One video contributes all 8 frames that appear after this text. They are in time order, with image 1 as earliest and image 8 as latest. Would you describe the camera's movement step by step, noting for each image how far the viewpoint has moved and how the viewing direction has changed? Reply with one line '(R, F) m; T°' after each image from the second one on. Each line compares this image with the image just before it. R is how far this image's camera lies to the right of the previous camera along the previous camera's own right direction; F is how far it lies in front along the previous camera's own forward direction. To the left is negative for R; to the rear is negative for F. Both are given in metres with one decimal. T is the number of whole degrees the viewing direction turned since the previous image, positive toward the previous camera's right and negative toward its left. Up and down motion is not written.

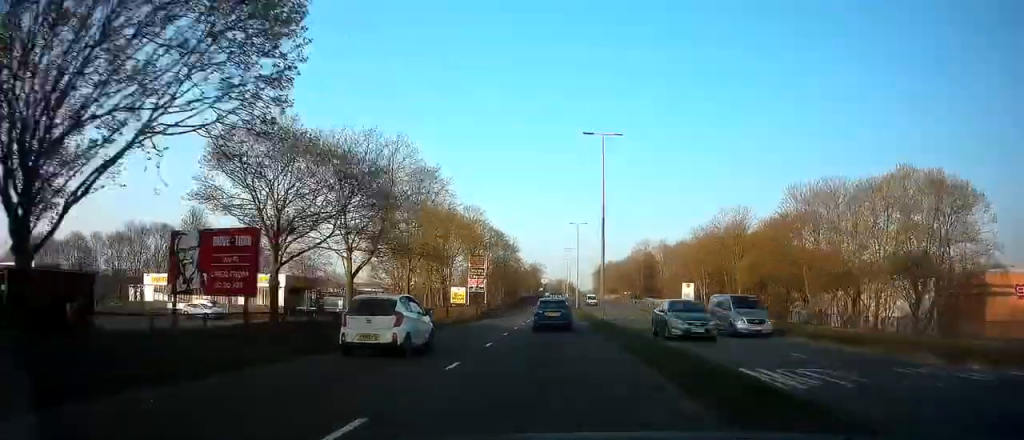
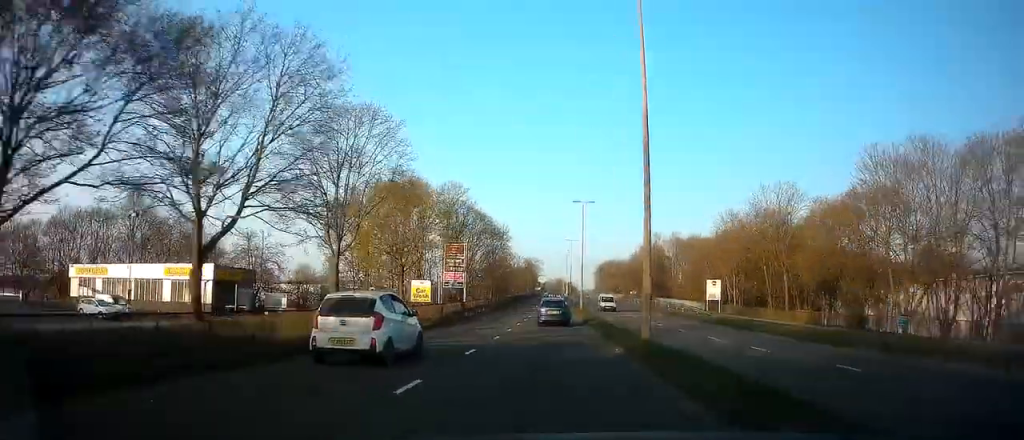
(-0.5, +15.5) m; 0°
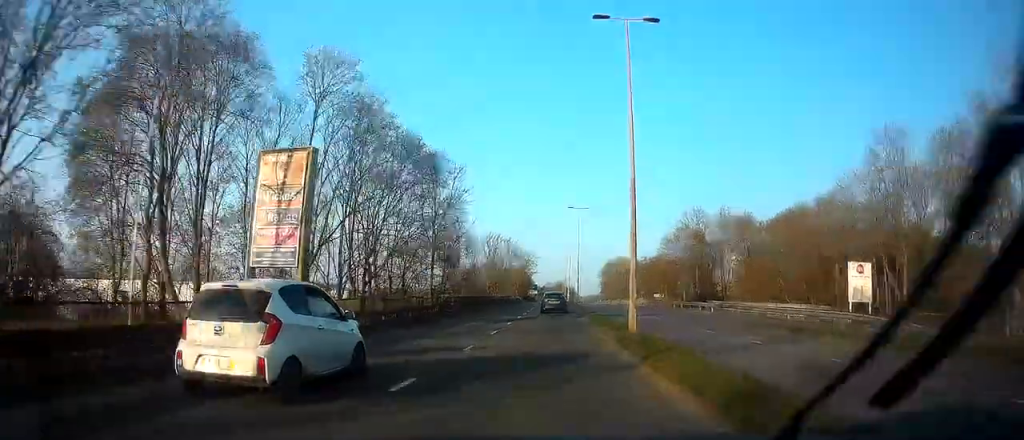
(+0.1, +38.1) m; 0°
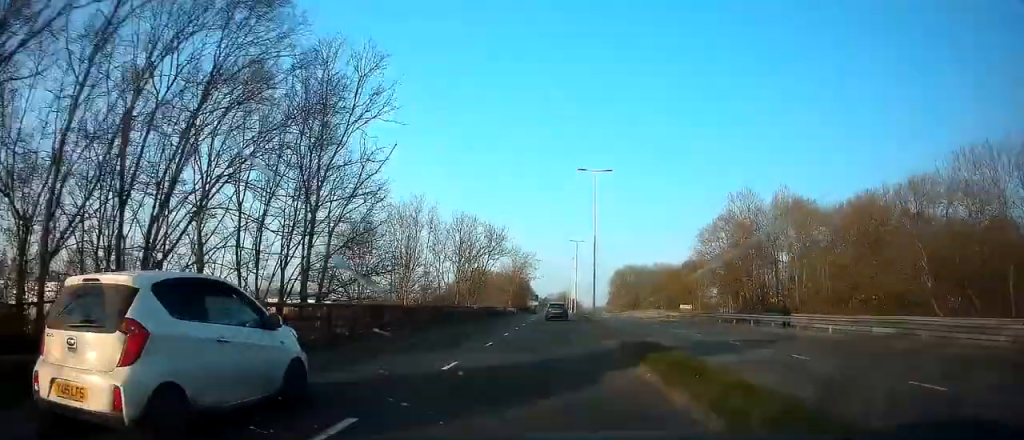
(0.0, +22.2) m; 0°
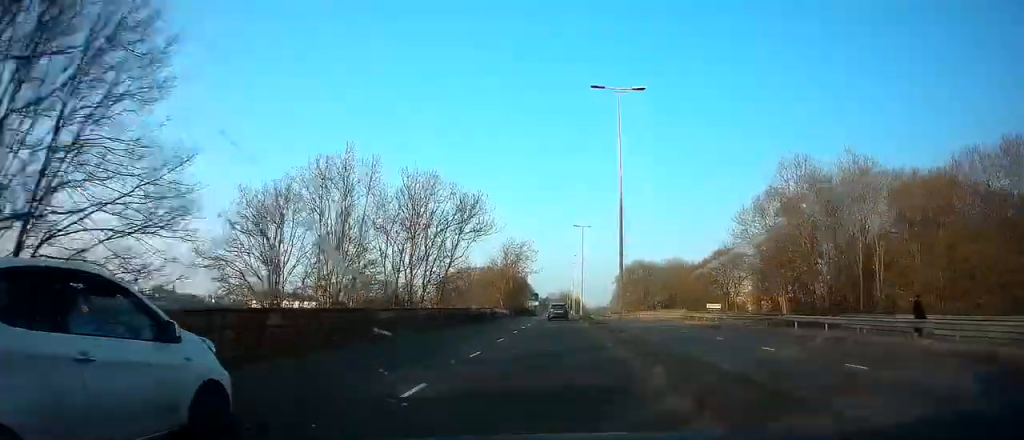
(0.0, +15.3) m; 0°
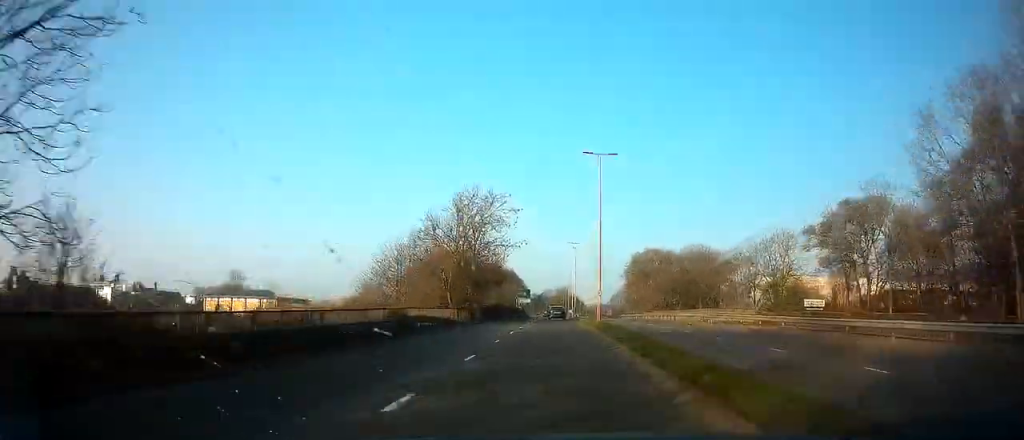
(-0.3, +32.4) m; -2°
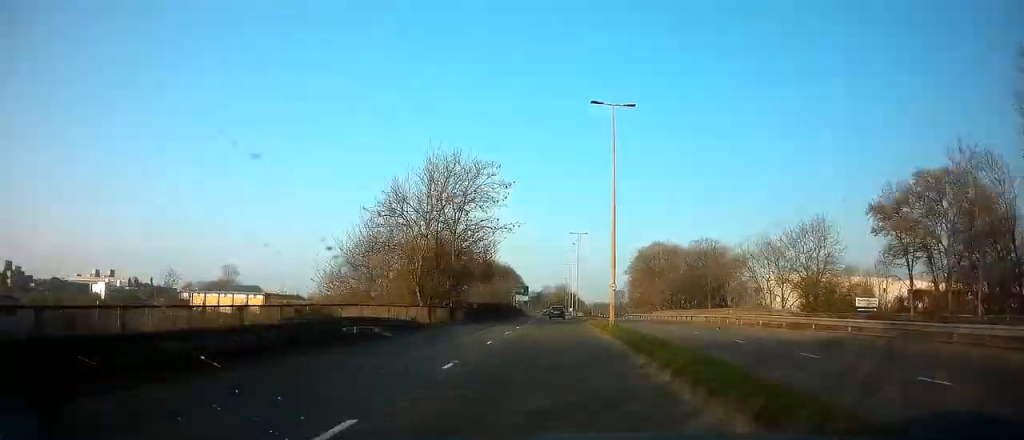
(-0.1, +8.6) m; 0°
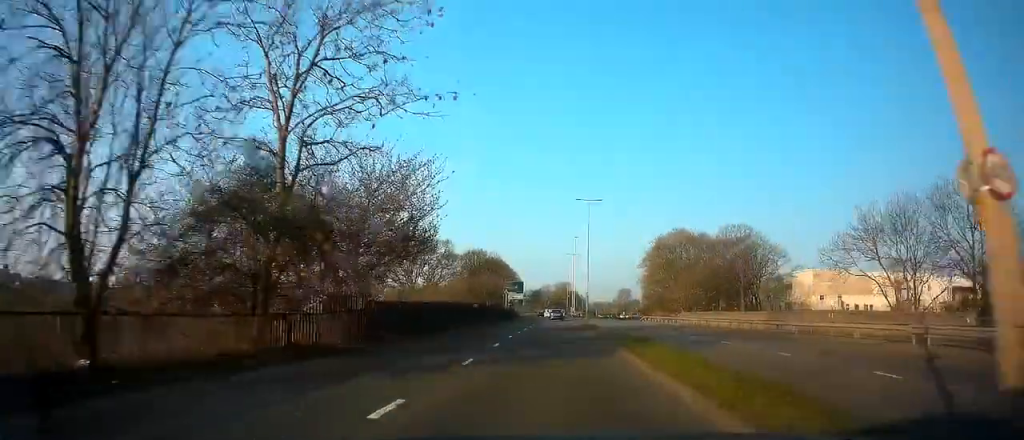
(-0.3, +23.2) m; +2°
